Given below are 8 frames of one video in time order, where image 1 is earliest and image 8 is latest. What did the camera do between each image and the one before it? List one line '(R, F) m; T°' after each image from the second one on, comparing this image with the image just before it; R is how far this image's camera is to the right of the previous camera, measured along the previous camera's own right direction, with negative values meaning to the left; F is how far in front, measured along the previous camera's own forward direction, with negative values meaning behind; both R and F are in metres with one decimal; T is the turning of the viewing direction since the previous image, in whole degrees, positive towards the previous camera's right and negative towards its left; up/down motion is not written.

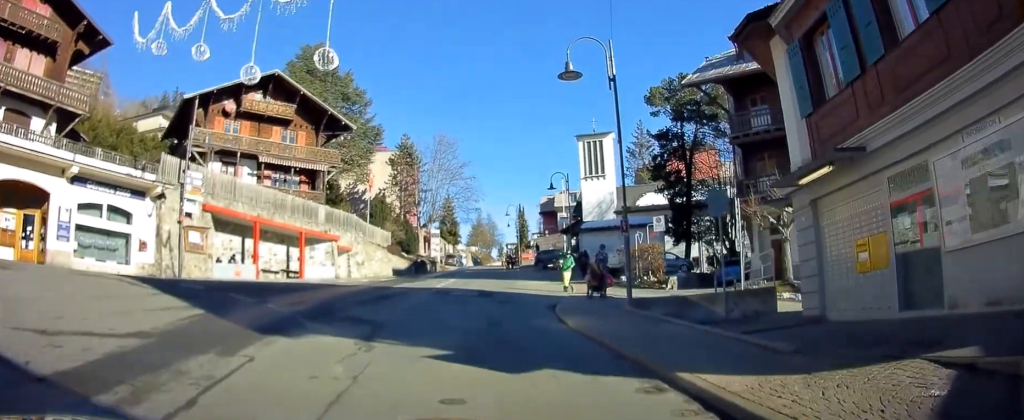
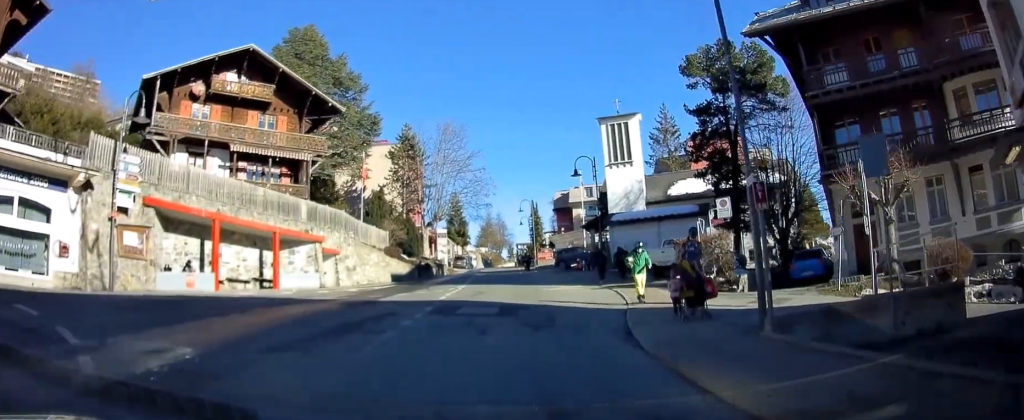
(-0.2, +6.2) m; -2°
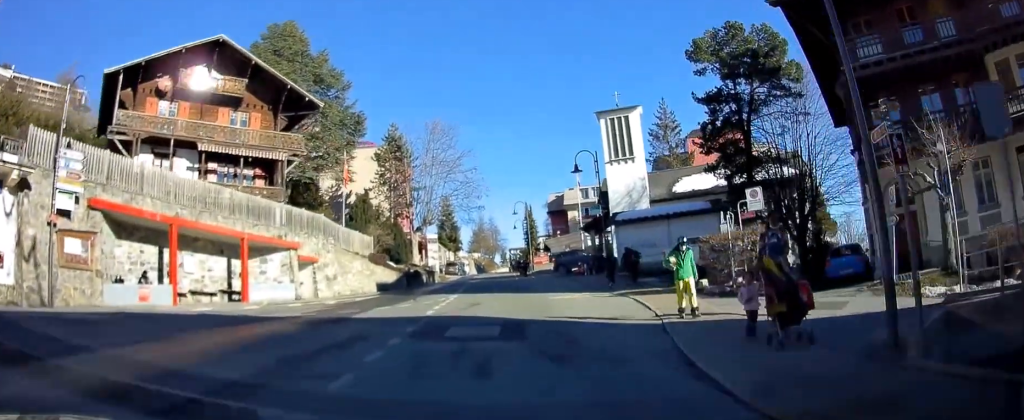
(-0.1, +3.5) m; -1°
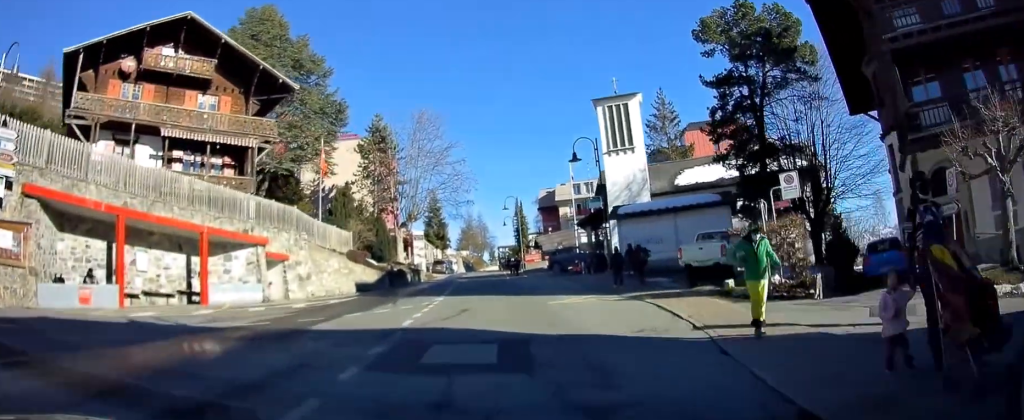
(+0.1, +3.0) m; +2°
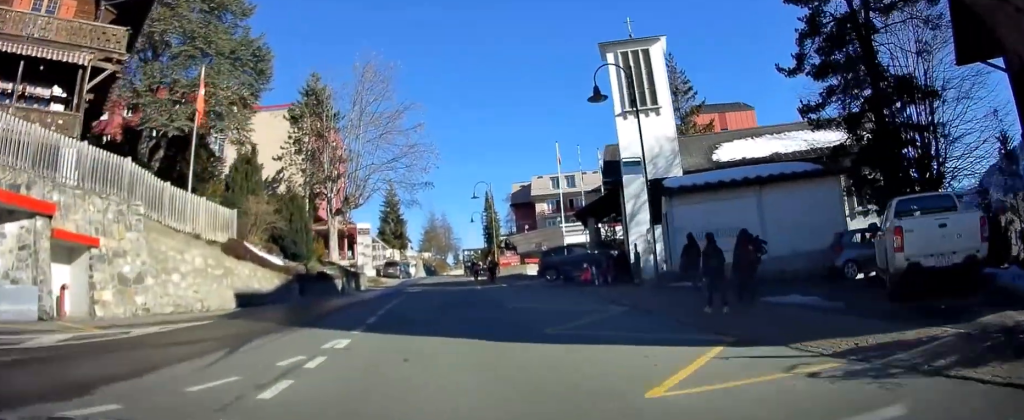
(+0.7, +12.8) m; +3°
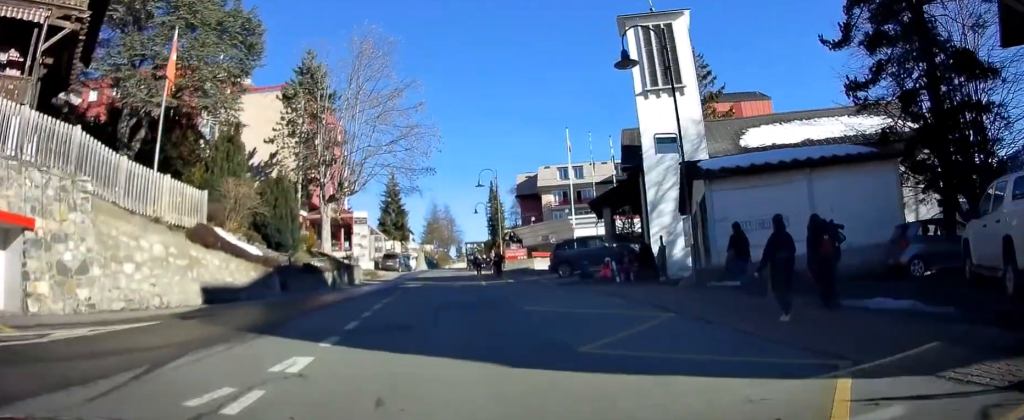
(-0.1, +2.8) m; -1°
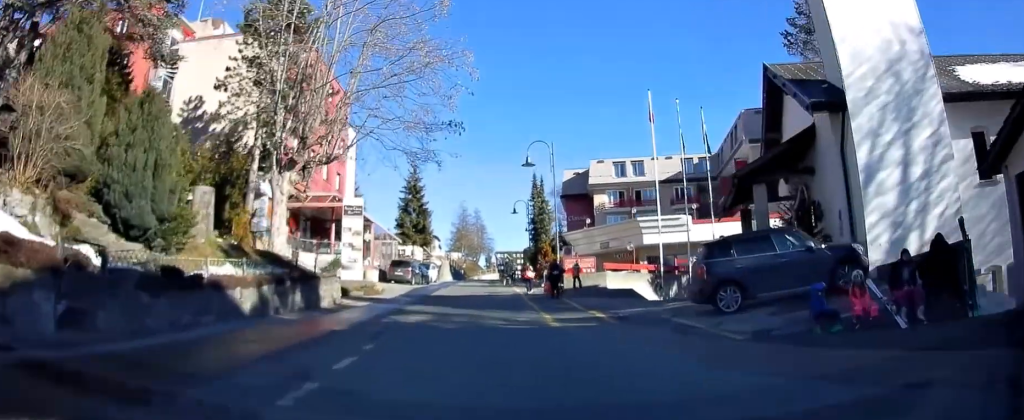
(-0.1, +14.0) m; -1°
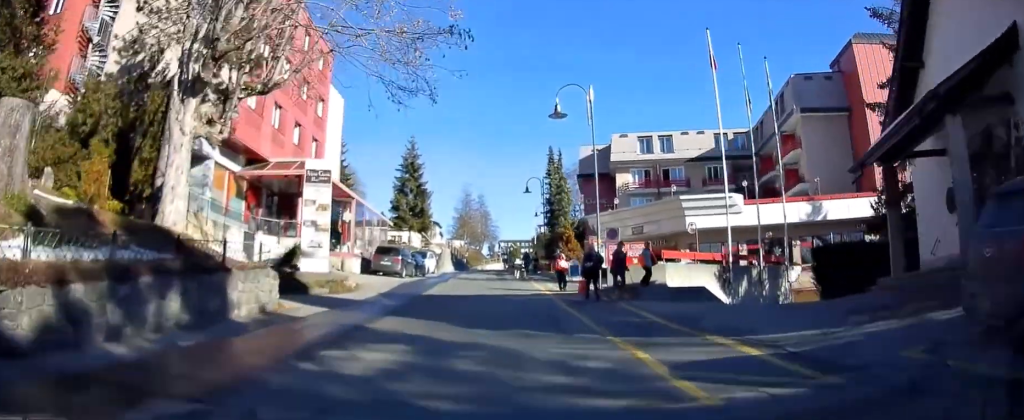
(-0.2, +8.2) m; -1°
